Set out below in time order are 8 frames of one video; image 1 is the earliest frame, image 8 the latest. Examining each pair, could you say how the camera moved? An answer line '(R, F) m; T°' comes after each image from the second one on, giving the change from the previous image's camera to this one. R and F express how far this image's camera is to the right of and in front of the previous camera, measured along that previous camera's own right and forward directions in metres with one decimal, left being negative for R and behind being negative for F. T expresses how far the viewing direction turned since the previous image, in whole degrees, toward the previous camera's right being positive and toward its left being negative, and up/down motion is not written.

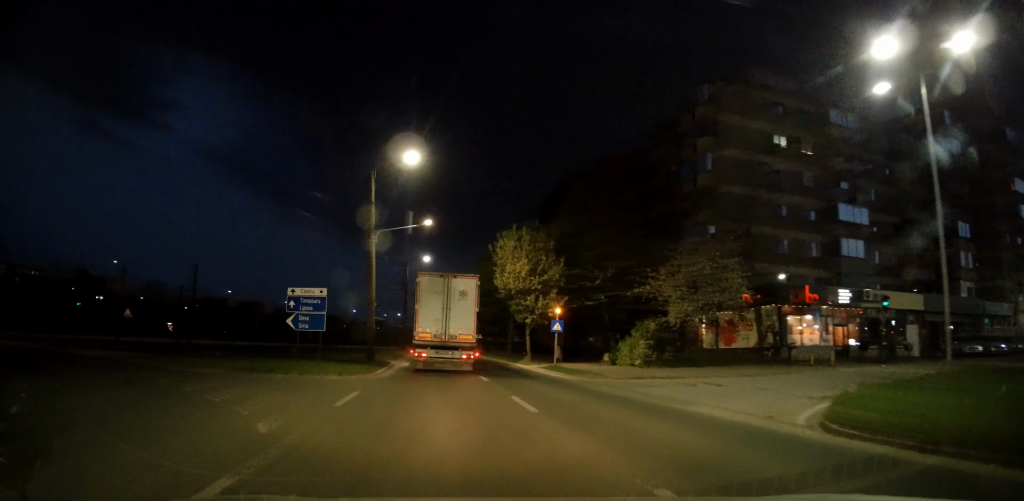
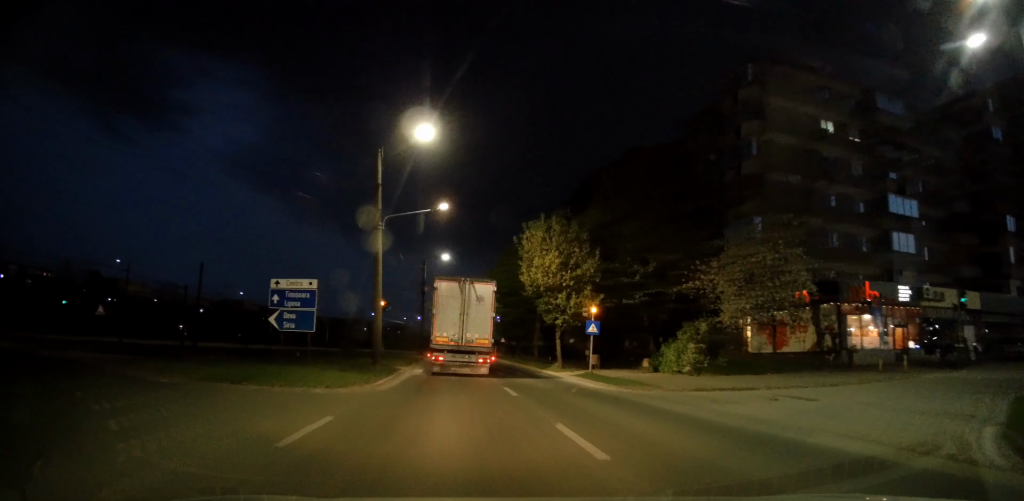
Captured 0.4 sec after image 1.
(-0.1, +4.0) m; -2°
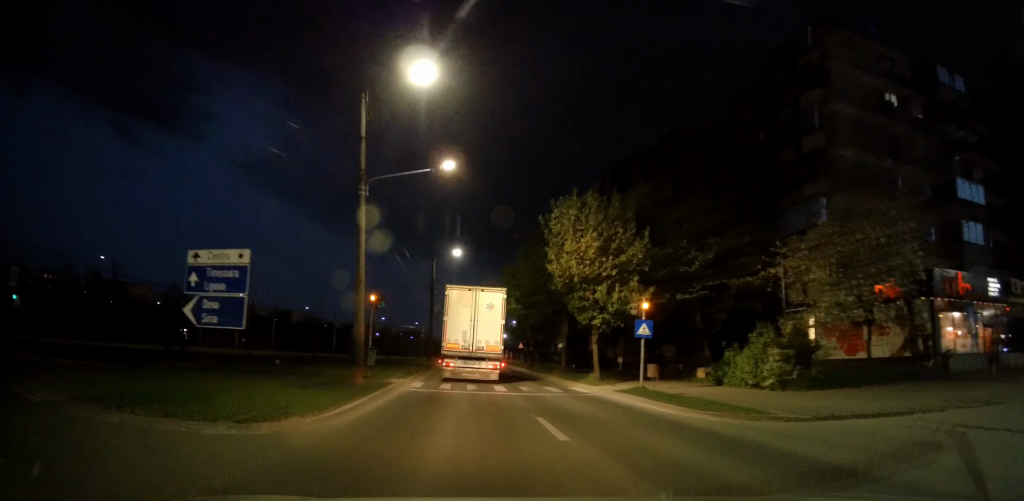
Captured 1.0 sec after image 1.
(-0.2, +6.2) m; -3°
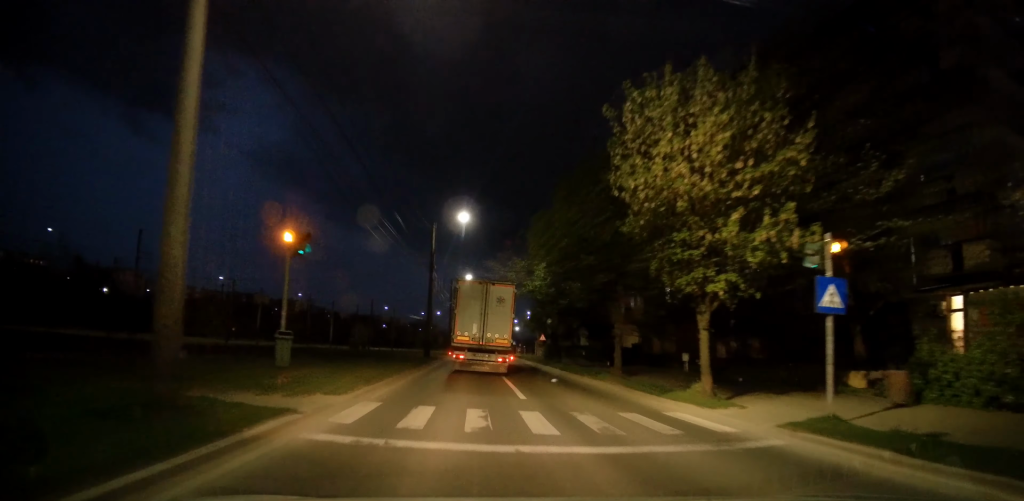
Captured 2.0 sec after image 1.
(-0.4, +10.8) m; -3°
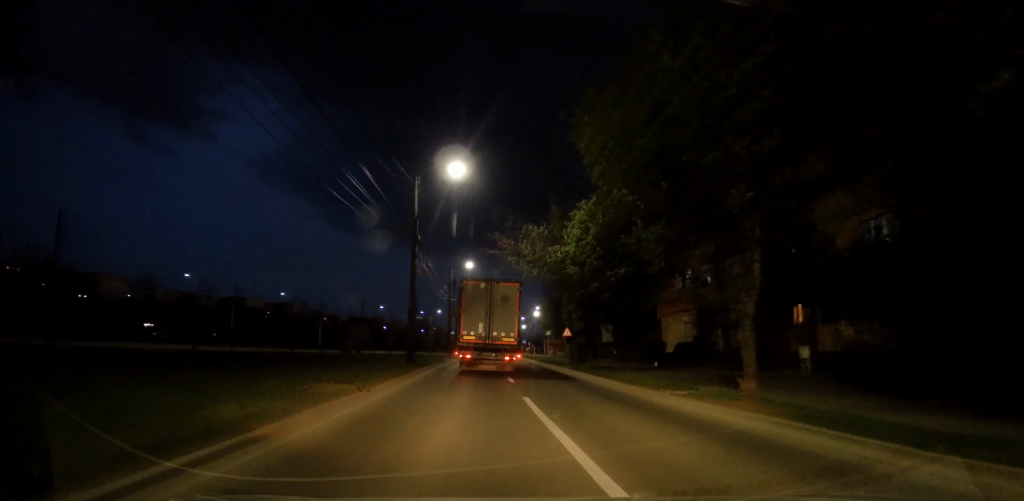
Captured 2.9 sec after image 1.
(-0.2, +10.2) m; 0°
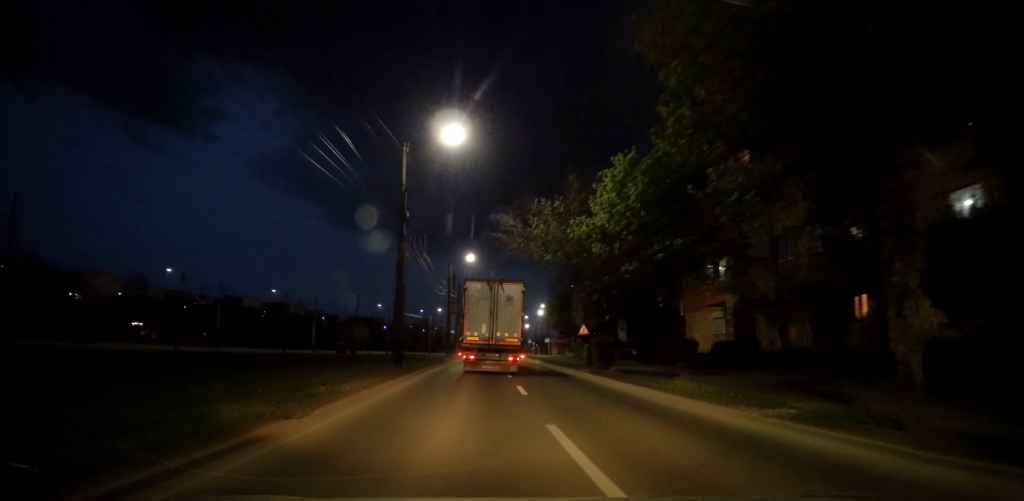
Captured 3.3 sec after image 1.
(+0.2, +4.7) m; 0°
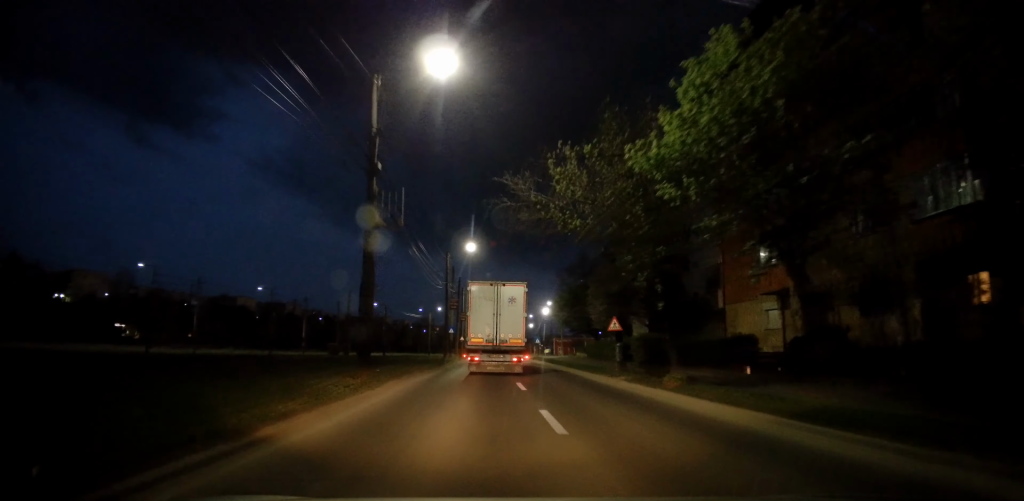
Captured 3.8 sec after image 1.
(+0.1, +6.3) m; 0°
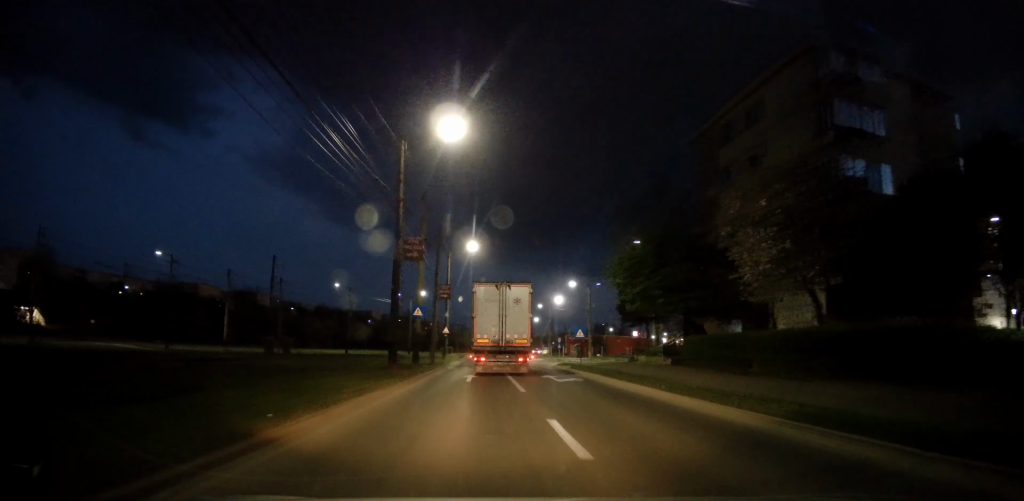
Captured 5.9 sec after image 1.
(-0.5, +25.5) m; 0°
